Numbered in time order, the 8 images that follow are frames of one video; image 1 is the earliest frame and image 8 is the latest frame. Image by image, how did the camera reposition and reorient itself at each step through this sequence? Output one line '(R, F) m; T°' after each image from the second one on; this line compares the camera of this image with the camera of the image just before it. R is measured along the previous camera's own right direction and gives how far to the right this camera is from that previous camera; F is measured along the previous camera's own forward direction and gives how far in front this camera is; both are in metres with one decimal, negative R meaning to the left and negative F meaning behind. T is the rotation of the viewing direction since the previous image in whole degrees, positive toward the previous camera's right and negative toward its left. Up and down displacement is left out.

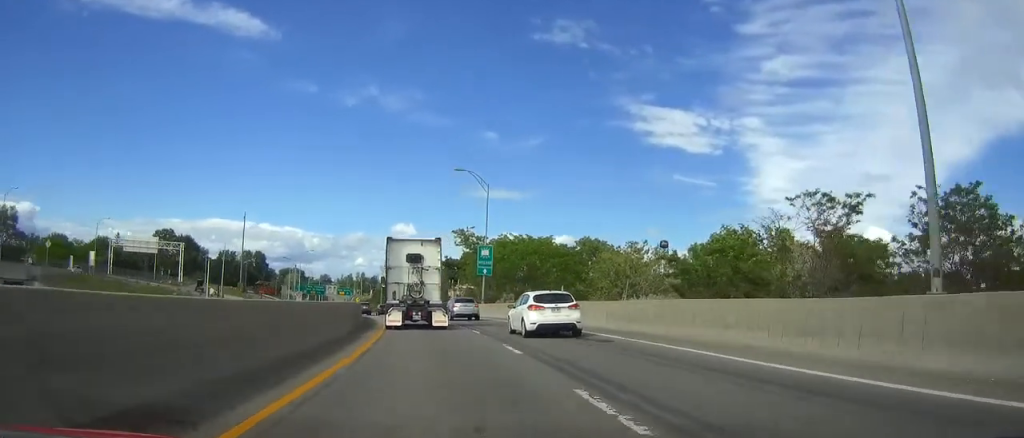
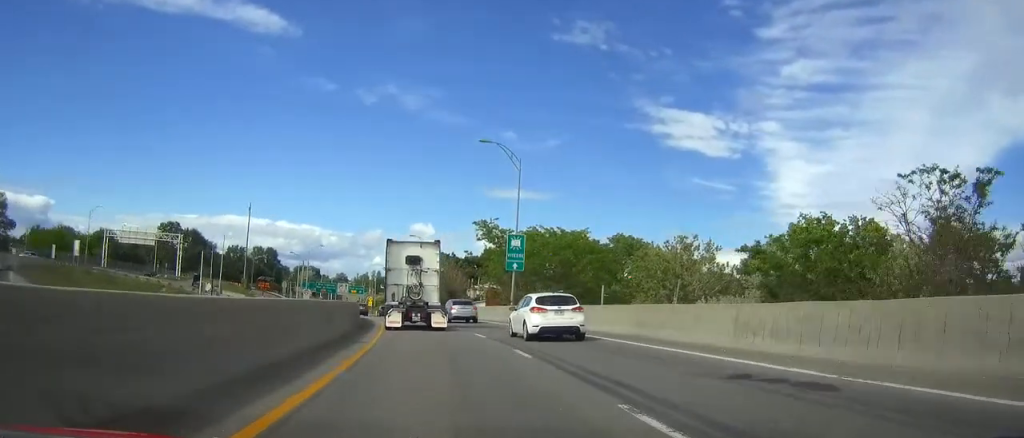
(0.0, +11.8) m; 0°
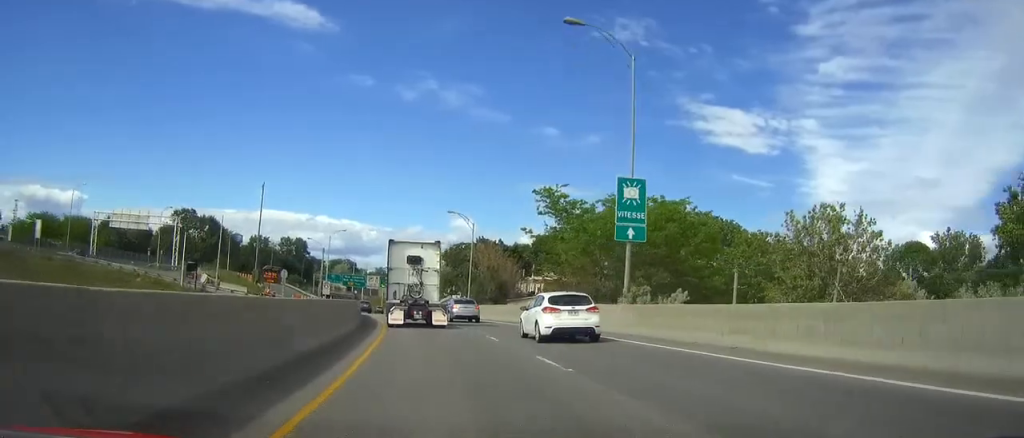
(0.0, +23.1) m; 0°
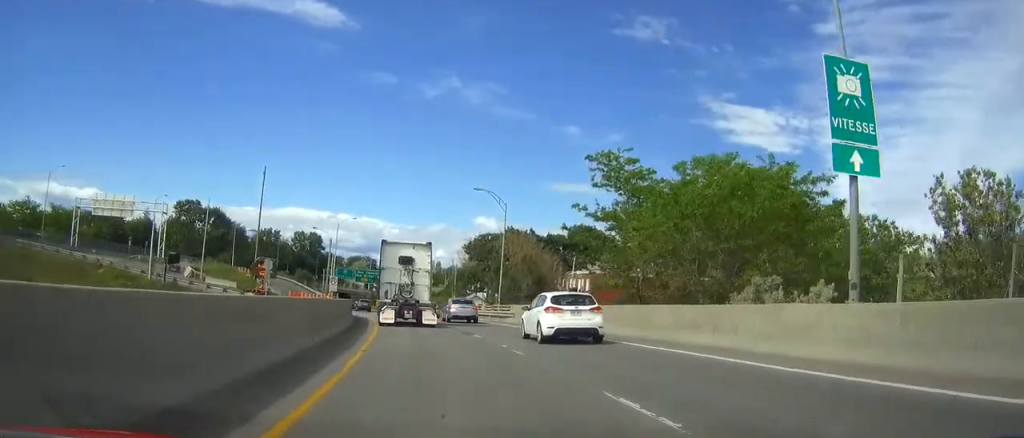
(0.0, +15.9) m; 0°
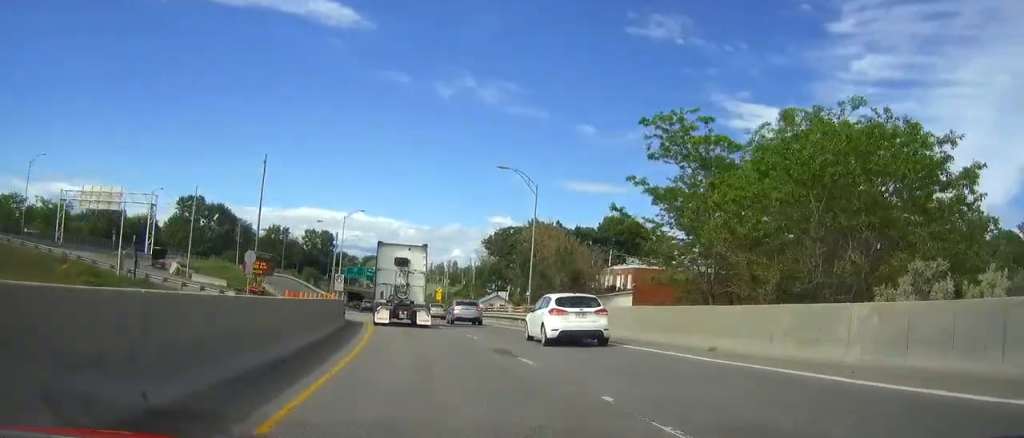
(0.0, +10.6) m; 0°
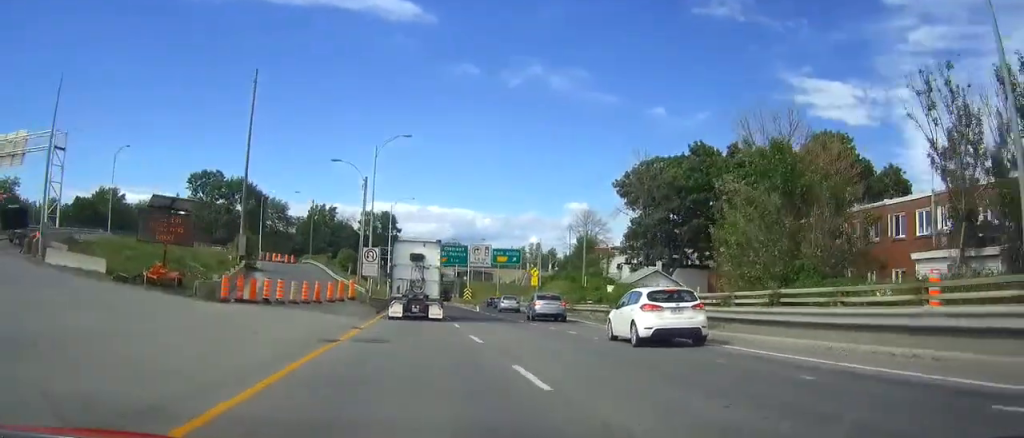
(0.0, +42.7) m; 0°
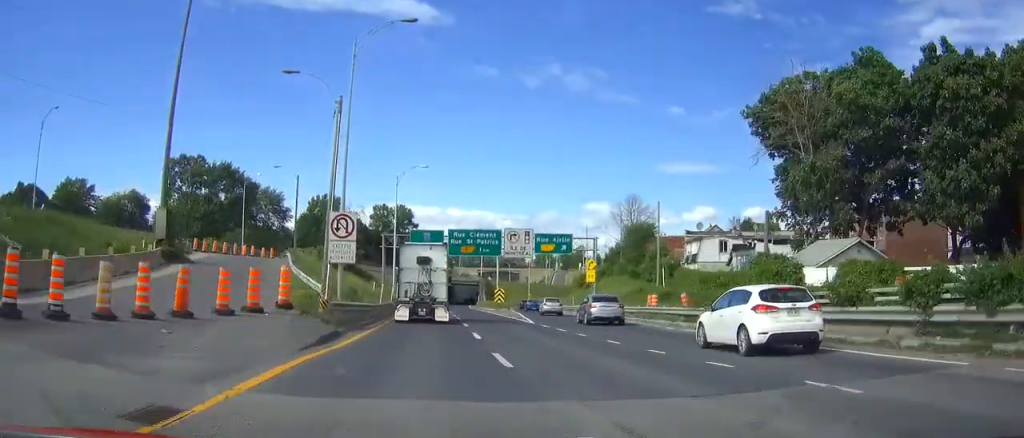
(0.0, +24.1) m; 0°
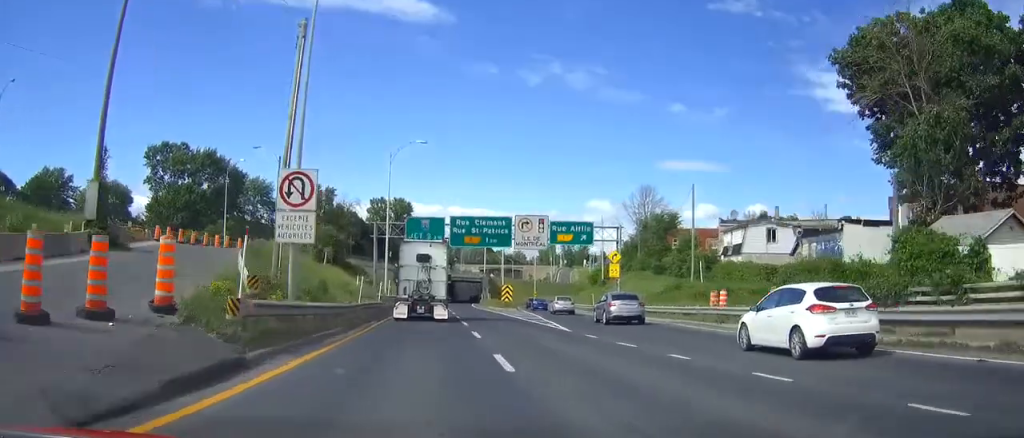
(0.0, +9.4) m; 0°
